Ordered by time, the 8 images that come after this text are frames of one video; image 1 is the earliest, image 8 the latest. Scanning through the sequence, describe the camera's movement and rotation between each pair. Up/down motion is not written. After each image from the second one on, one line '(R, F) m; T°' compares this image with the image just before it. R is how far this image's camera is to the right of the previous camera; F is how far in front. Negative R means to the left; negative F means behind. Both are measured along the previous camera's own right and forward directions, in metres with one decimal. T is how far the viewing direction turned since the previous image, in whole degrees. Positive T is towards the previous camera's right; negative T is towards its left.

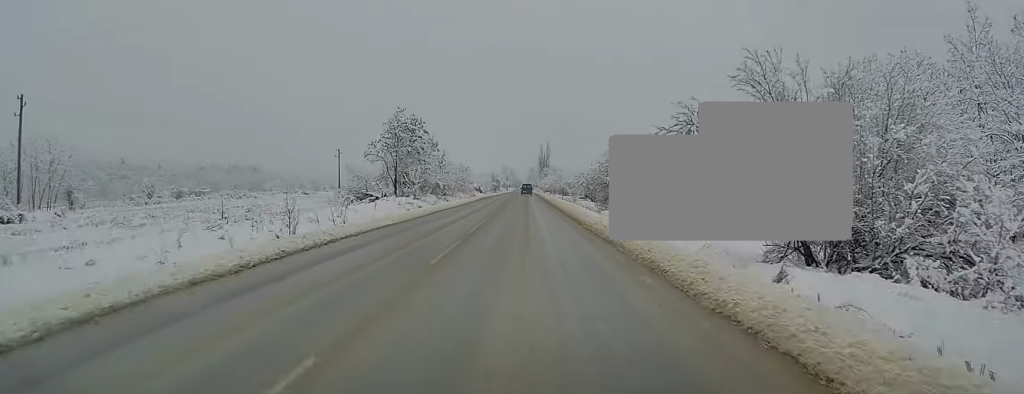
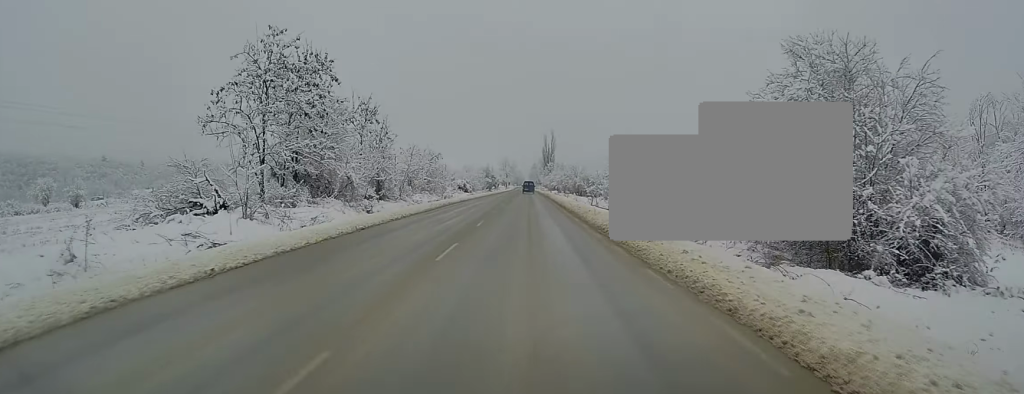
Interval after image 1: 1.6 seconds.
(0.0, +35.4) m; 0°
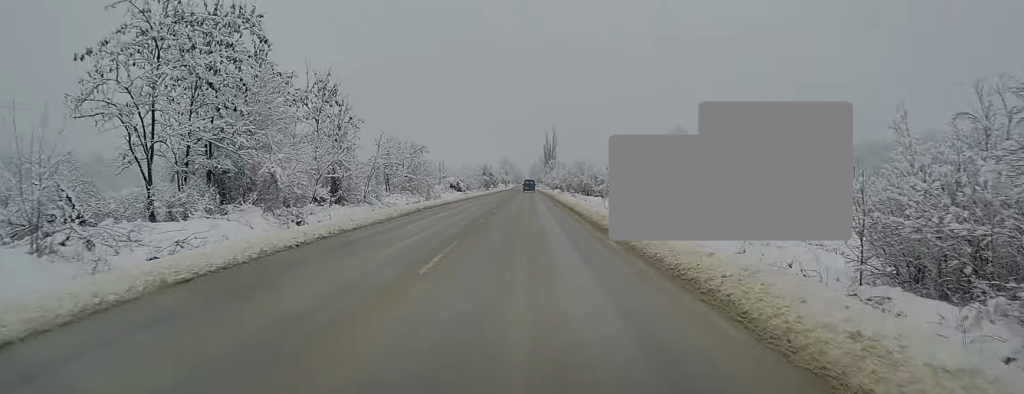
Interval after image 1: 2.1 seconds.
(0.0, +10.9) m; 0°
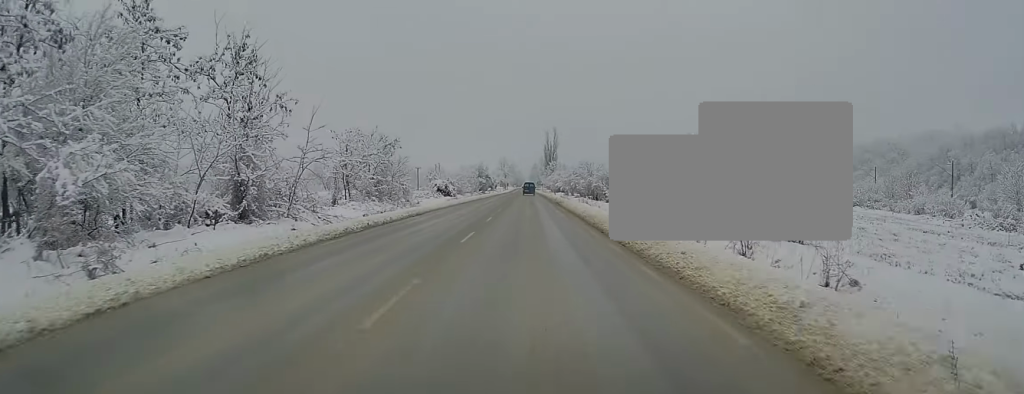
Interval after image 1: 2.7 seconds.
(0.0, +12.4) m; 0°
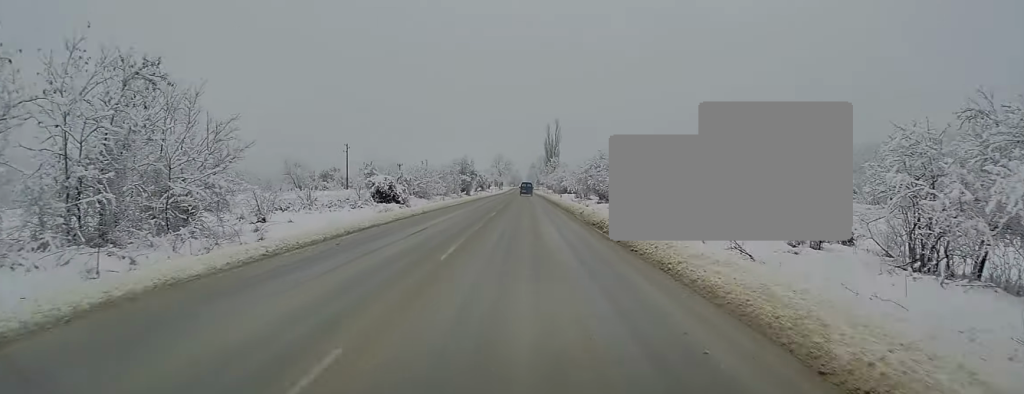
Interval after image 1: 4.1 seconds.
(-0.2, +30.8) m; 0°
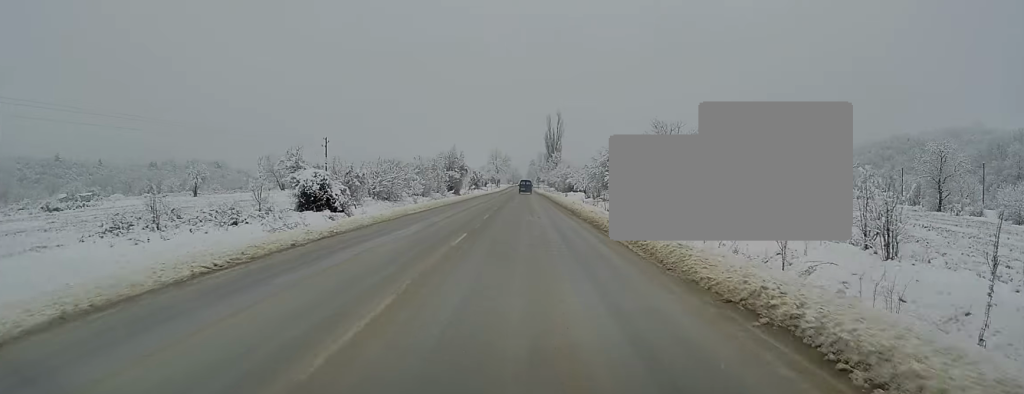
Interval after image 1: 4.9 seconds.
(0.0, +15.7) m; 0°
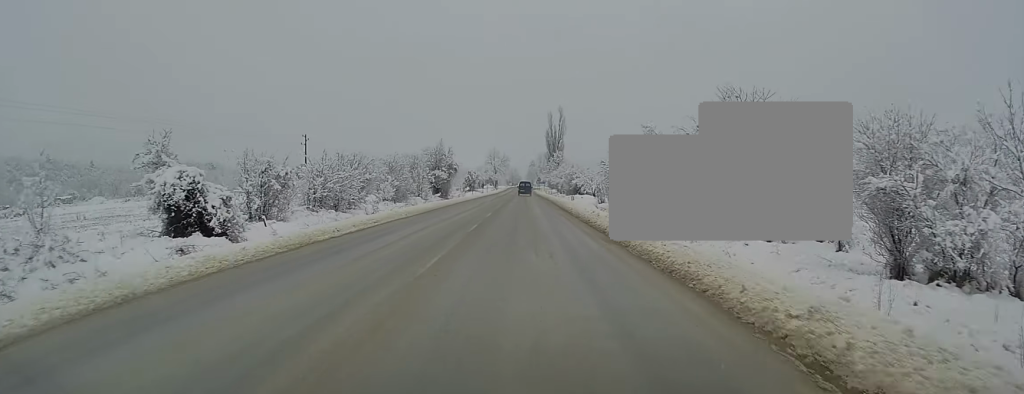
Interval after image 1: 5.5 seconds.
(+0.1, +12.9) m; 0°
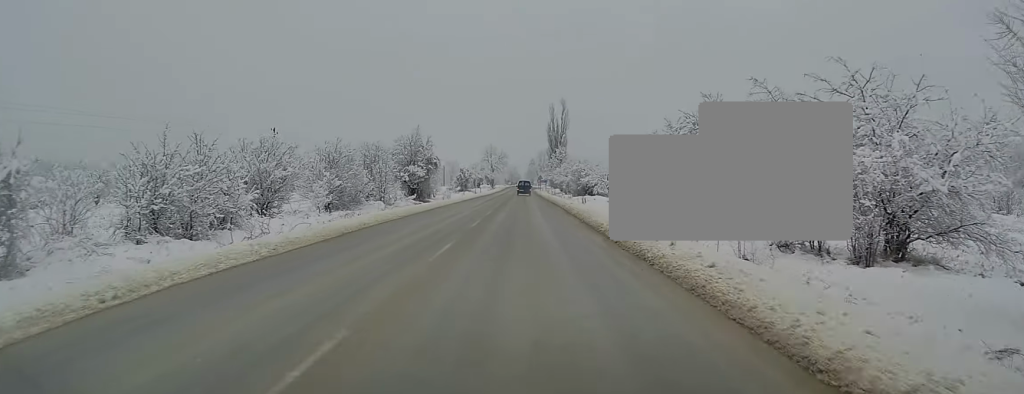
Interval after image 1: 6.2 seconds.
(0.0, +15.7) m; 0°
